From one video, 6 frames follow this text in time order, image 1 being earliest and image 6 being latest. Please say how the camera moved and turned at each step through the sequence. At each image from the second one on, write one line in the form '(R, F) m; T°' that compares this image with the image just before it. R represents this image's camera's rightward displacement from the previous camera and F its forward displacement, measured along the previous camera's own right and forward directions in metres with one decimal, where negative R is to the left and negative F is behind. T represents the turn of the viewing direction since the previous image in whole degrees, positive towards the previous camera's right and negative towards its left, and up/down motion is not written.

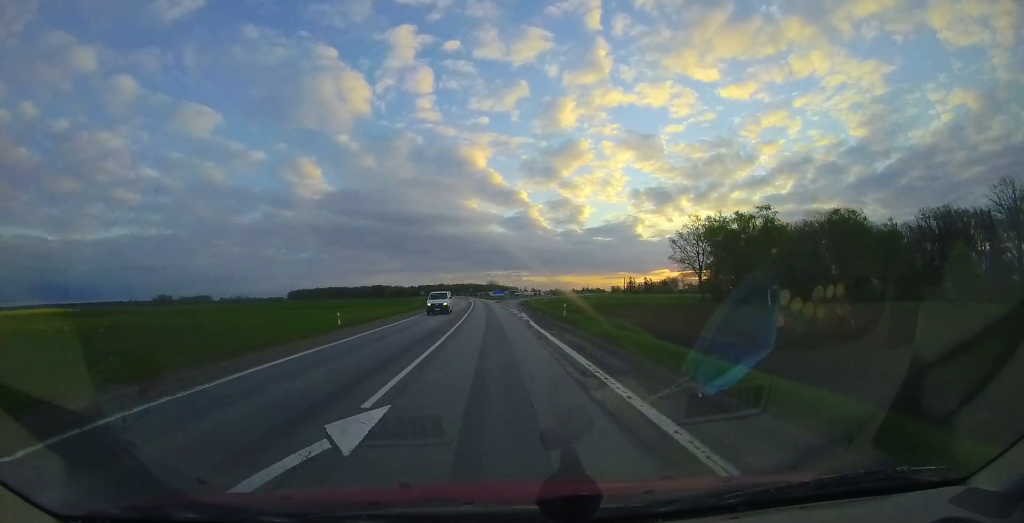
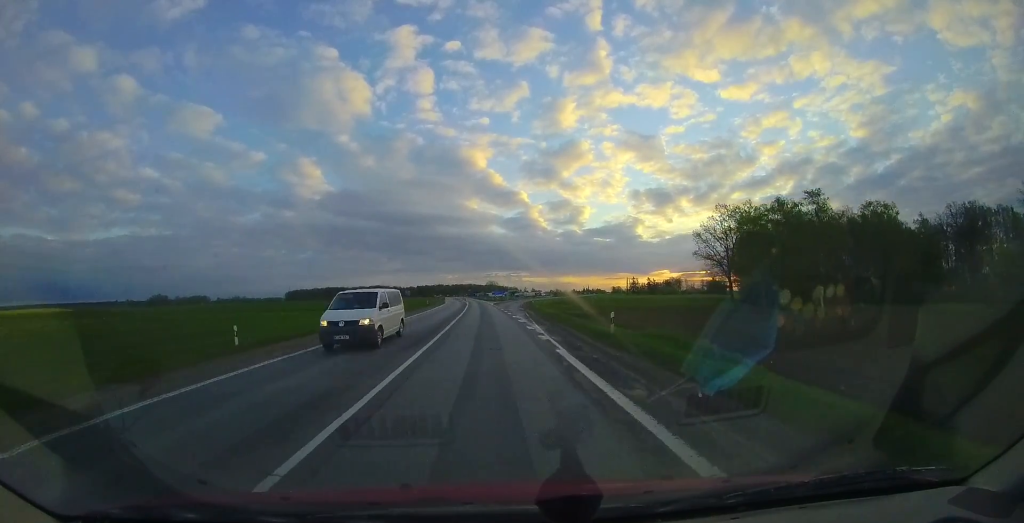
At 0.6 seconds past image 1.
(0.0, +9.3) m; 0°
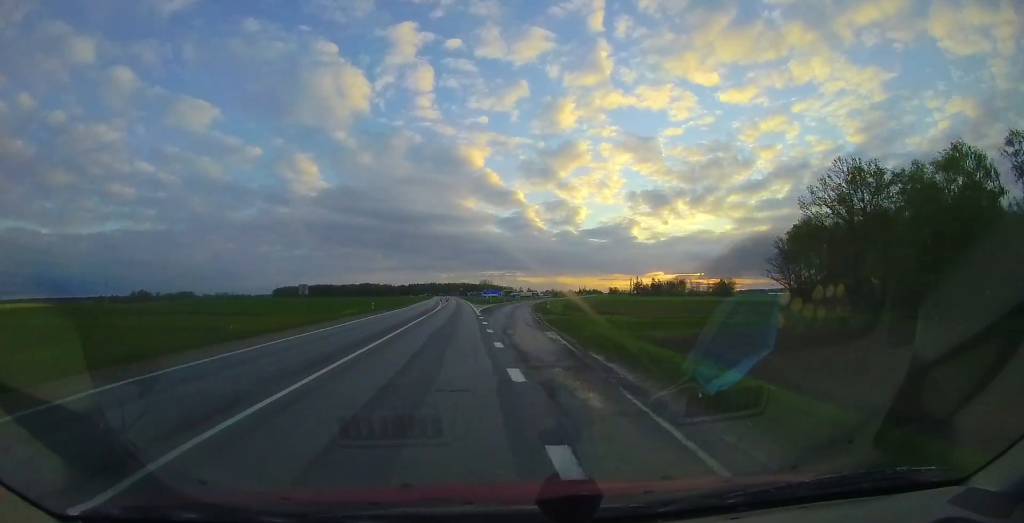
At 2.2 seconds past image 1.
(+0.1, +25.5) m; +2°
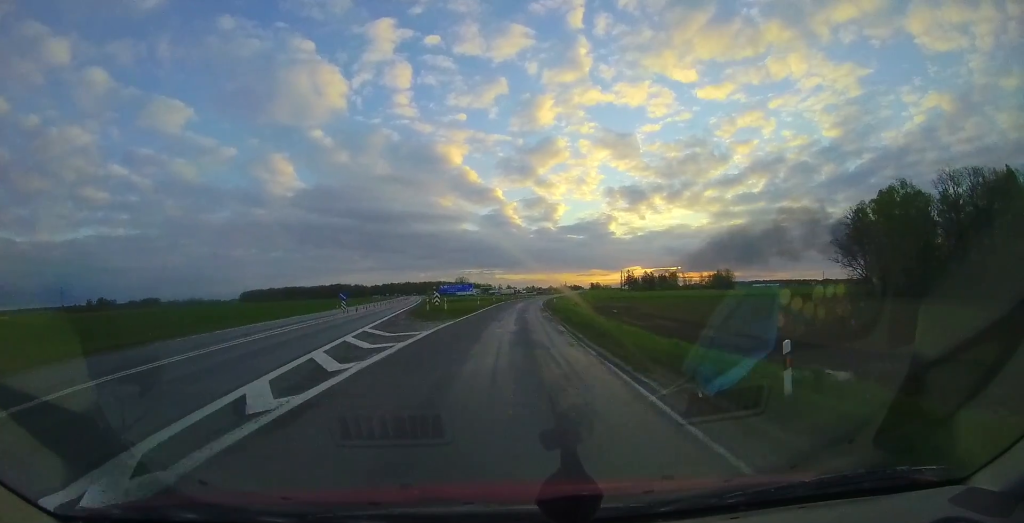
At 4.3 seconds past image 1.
(+2.3, +33.9) m; +6°
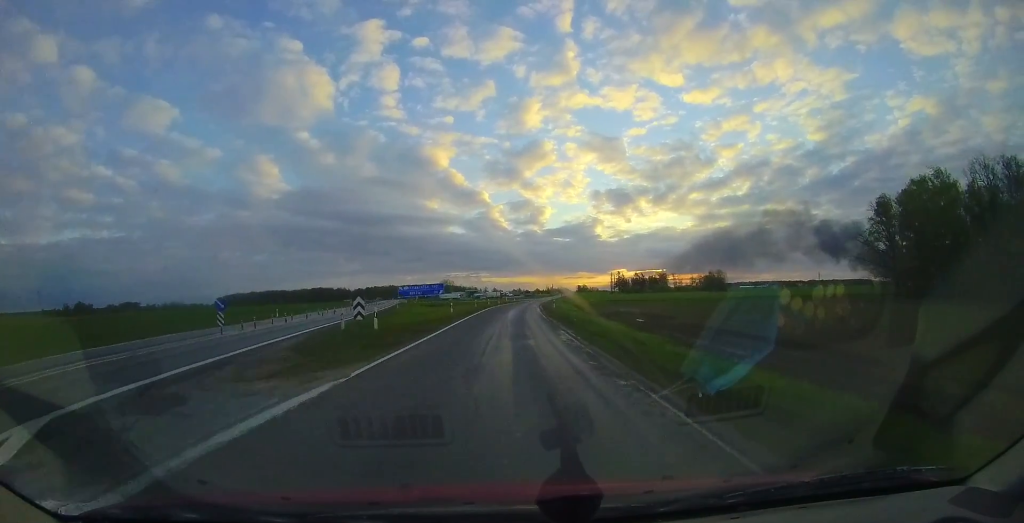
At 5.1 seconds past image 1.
(0.0, +12.0) m; 0°
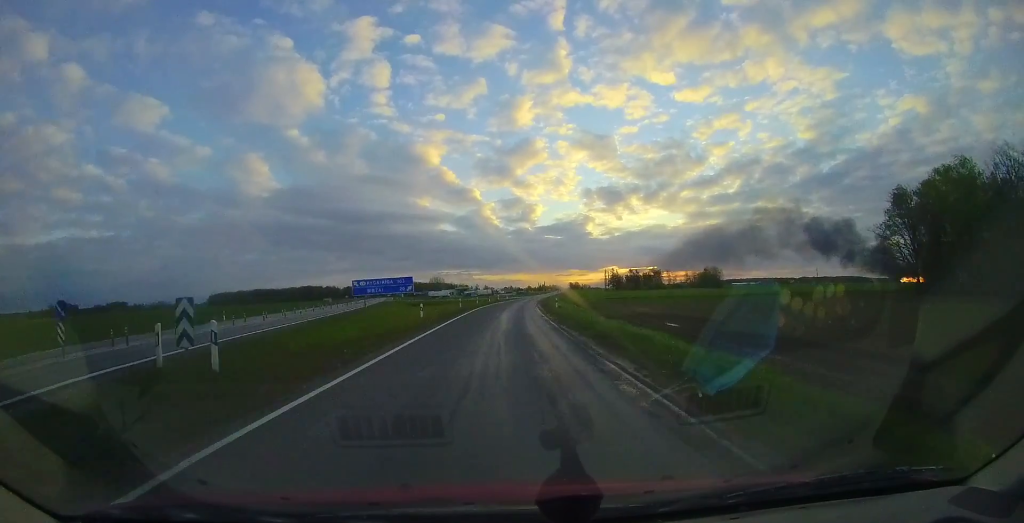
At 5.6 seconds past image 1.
(-0.1, +8.0) m; +1°
